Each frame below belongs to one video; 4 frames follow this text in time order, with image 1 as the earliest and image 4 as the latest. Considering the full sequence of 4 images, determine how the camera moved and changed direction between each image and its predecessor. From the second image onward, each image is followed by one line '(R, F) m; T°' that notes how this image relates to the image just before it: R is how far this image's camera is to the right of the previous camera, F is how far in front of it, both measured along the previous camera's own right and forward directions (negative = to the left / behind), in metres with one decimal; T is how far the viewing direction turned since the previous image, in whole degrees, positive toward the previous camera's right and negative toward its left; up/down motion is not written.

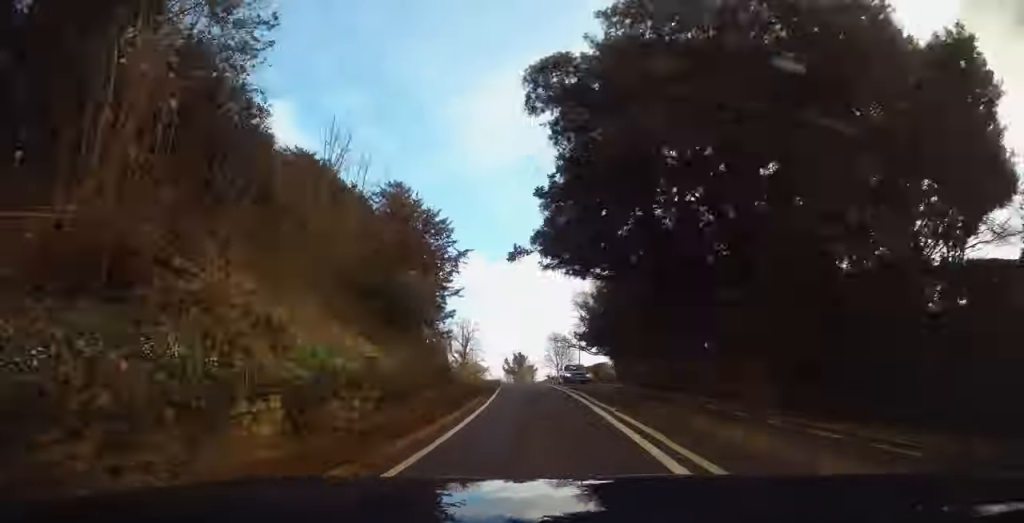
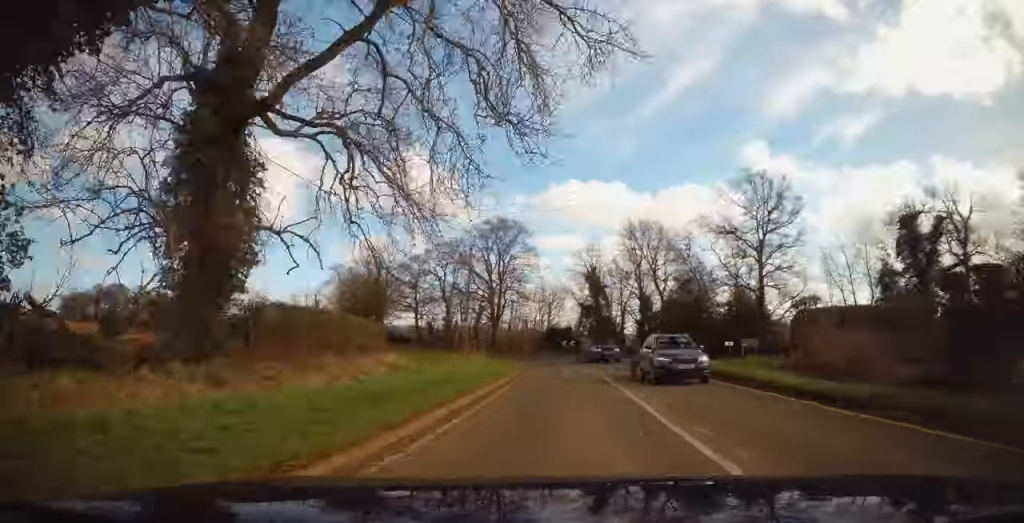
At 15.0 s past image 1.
(-47.5, +210.6) m; -32°
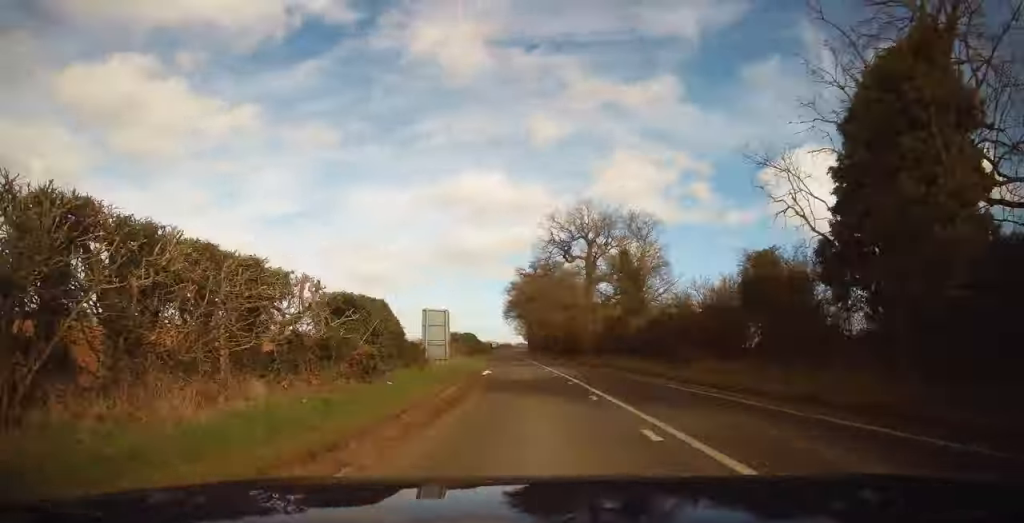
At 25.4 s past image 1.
(-69.0, +129.0) m; -44°
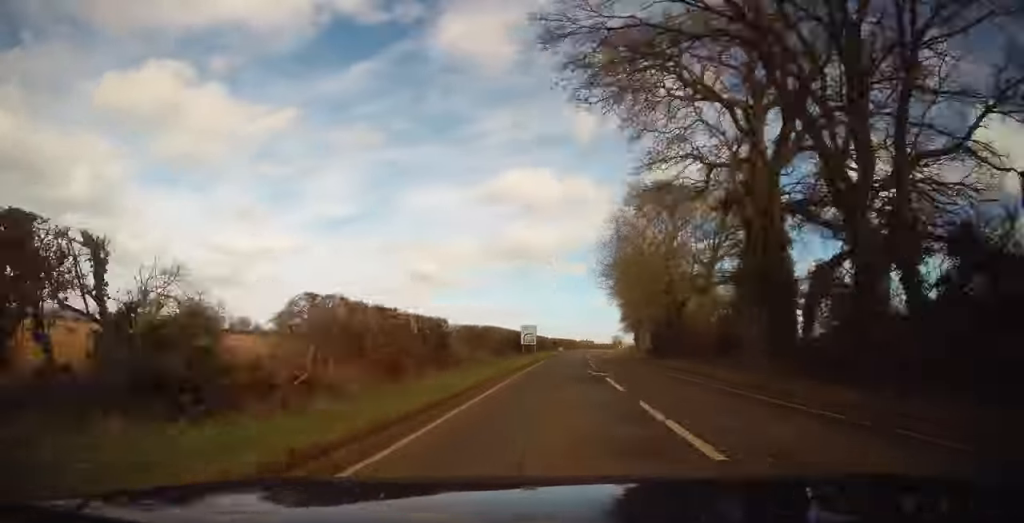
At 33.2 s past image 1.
(-11.6, +110.5) m; -5°
